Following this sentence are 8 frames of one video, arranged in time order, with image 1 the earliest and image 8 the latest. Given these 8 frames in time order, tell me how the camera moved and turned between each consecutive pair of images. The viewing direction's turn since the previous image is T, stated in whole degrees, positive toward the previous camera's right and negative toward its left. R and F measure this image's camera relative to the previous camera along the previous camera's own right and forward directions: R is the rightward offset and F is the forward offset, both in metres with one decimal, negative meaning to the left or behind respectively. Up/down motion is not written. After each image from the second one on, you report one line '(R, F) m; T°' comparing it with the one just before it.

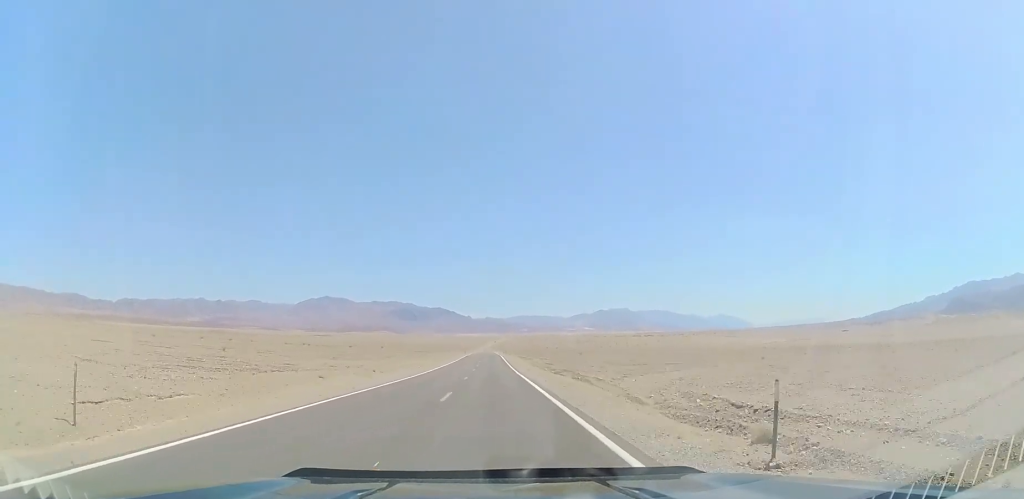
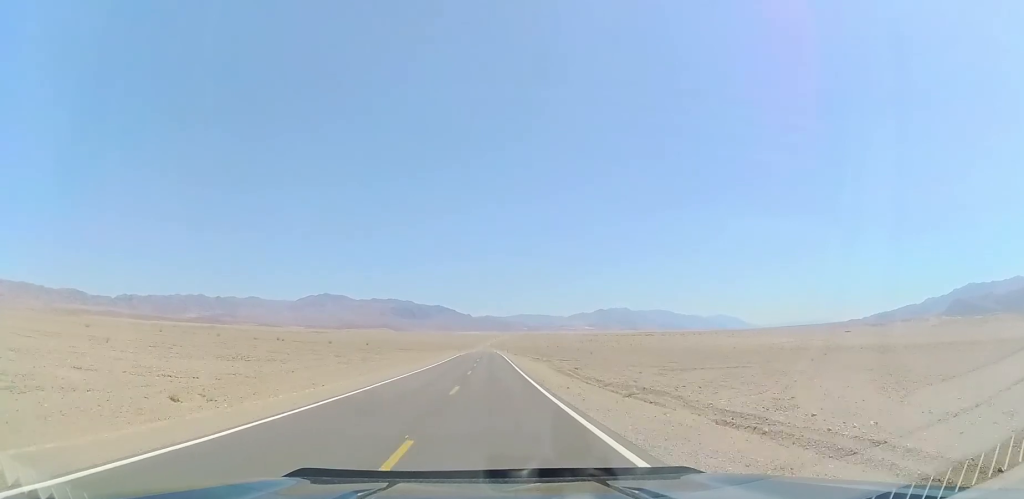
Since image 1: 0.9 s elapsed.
(-0.3, +27.1) m; 0°
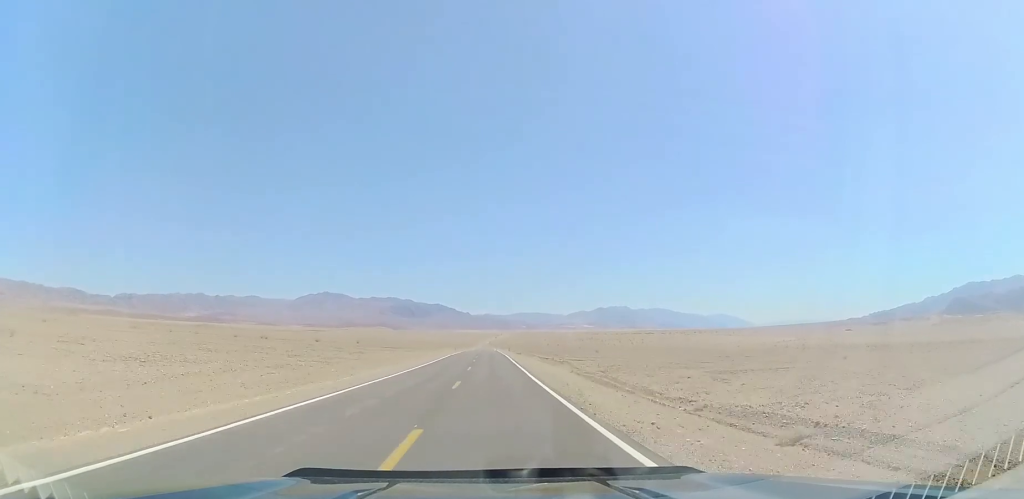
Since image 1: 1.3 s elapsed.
(-0.1, +13.6) m; +1°
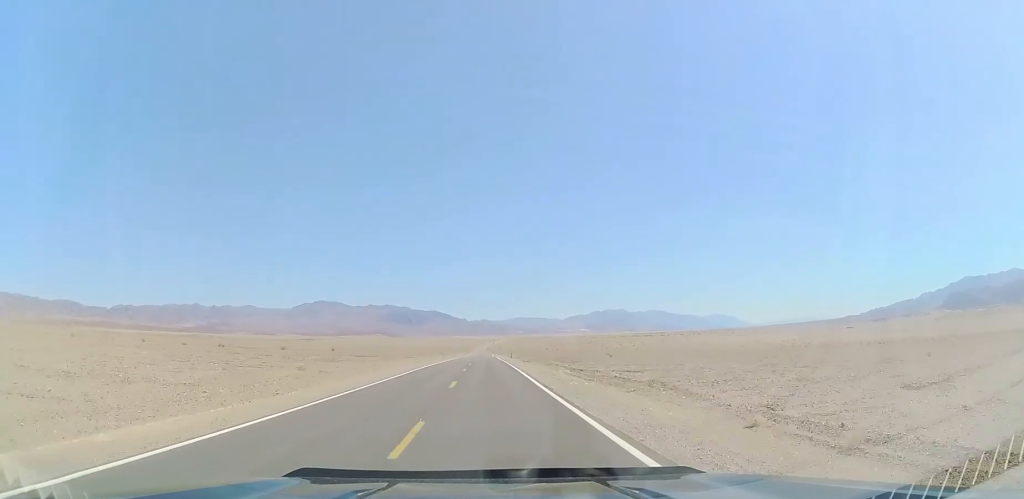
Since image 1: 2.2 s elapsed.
(+0.5, +27.6) m; +1°
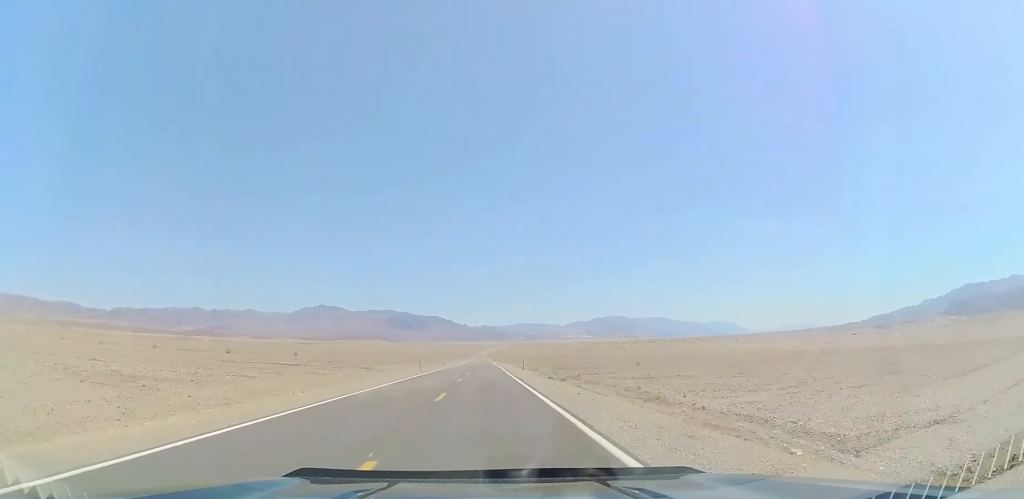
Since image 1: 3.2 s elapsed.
(0.0, +33.1) m; 0°
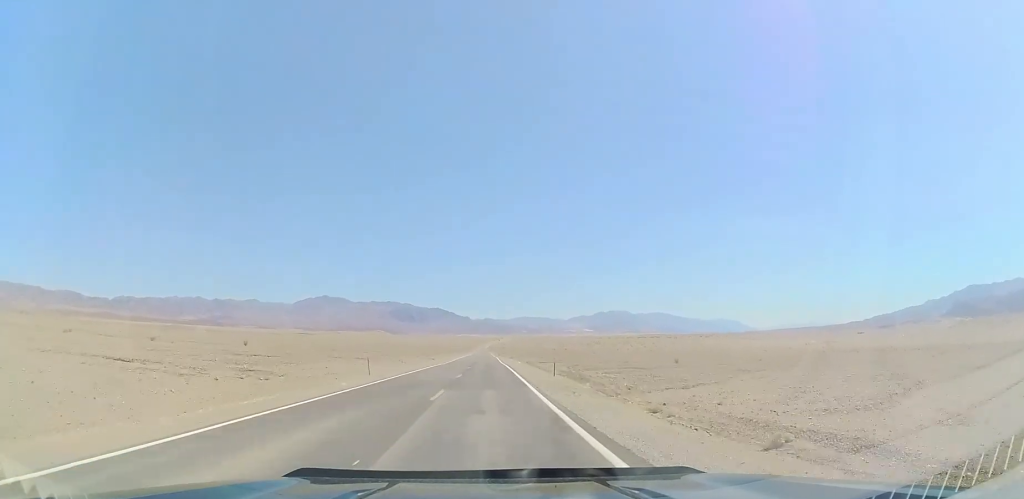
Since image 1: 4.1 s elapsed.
(-0.1, +30.1) m; 0°
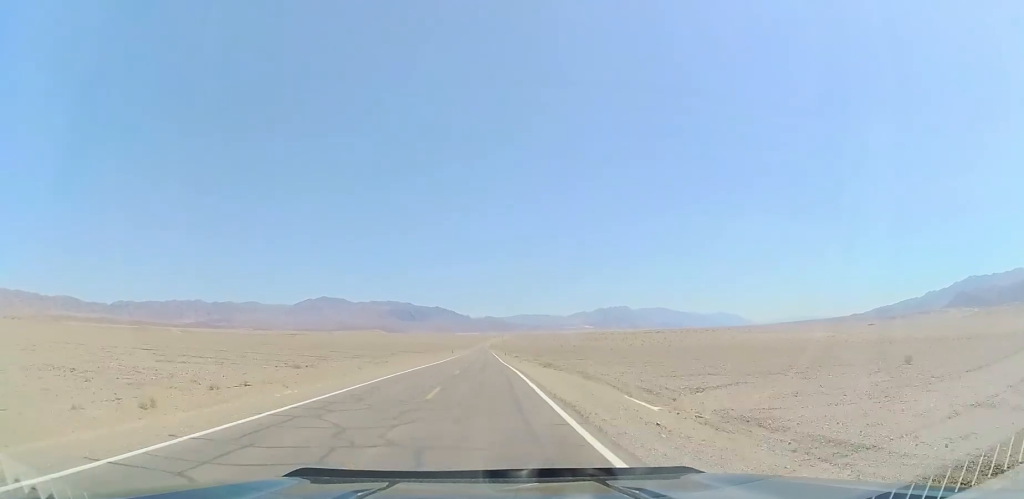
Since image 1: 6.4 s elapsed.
(-0.2, +73.6) m; 0°
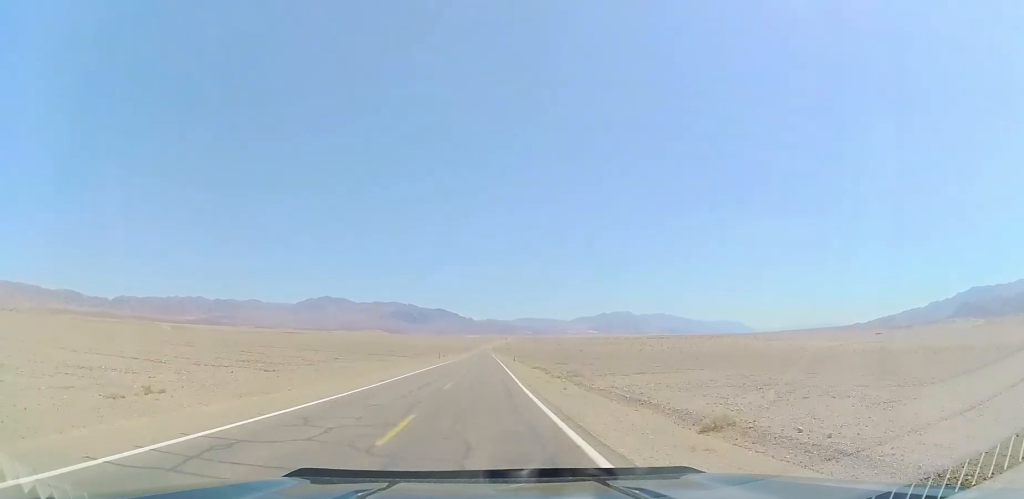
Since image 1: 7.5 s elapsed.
(+0.1, +37.1) m; 0°
